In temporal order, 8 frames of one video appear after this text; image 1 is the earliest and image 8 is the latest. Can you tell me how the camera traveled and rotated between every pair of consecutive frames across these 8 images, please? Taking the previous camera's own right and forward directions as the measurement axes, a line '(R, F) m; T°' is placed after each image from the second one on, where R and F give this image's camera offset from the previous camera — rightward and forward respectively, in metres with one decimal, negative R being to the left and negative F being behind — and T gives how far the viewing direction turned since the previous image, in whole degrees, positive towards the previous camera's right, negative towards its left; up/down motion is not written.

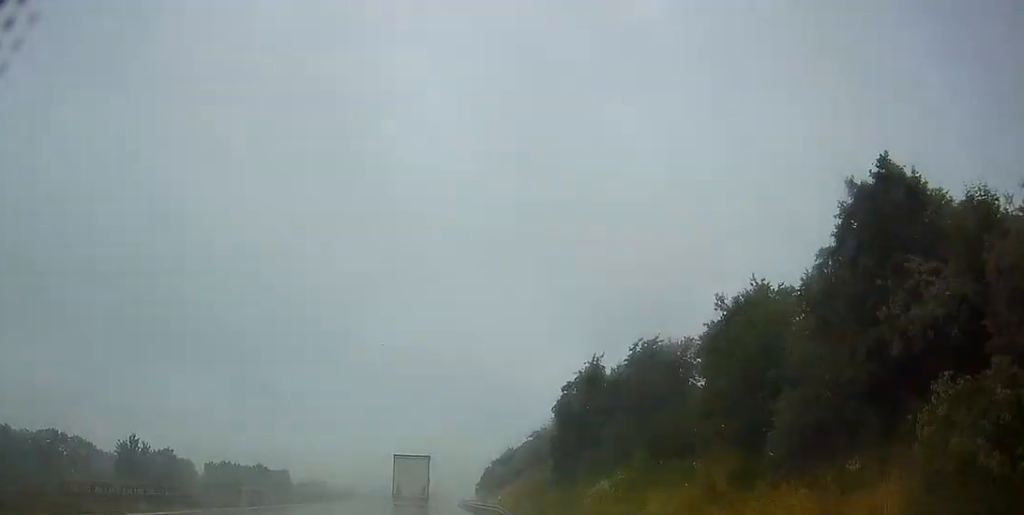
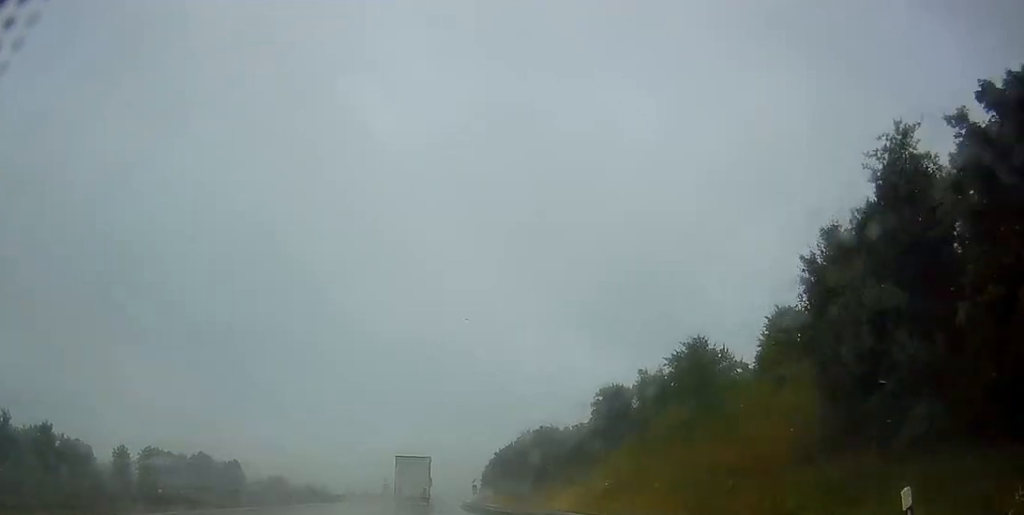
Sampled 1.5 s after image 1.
(+0.4, +33.8) m; +1°
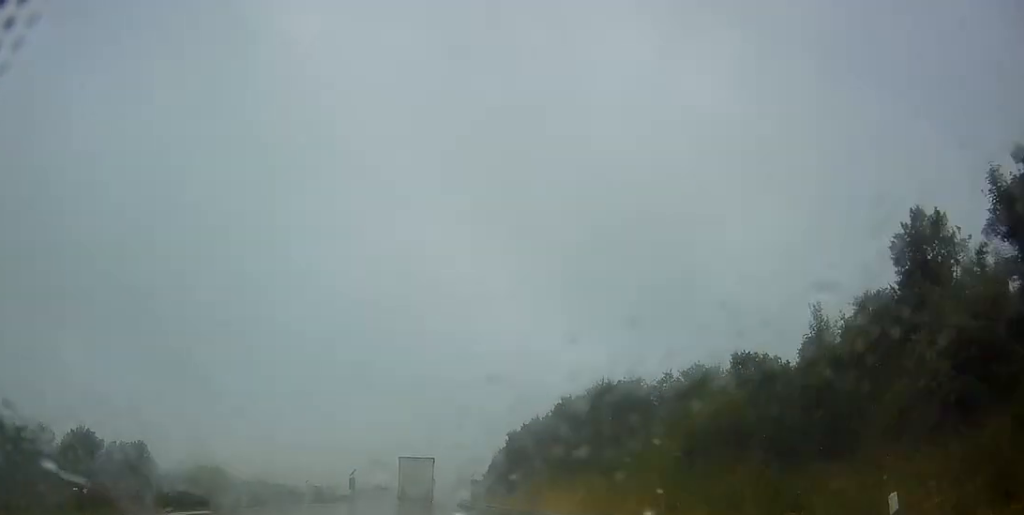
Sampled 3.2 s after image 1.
(+0.8, +38.9) m; +1°
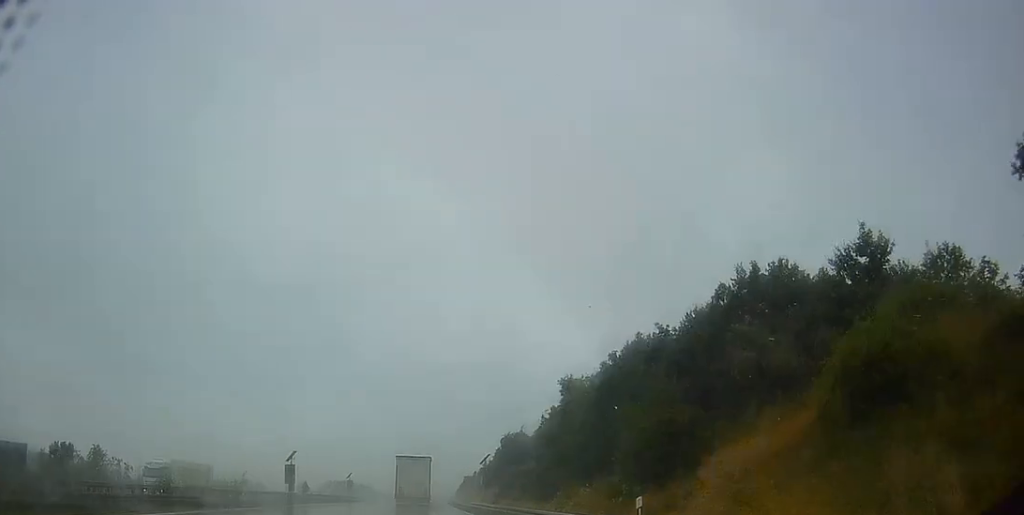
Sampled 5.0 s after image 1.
(+0.1, +42.9) m; +2°
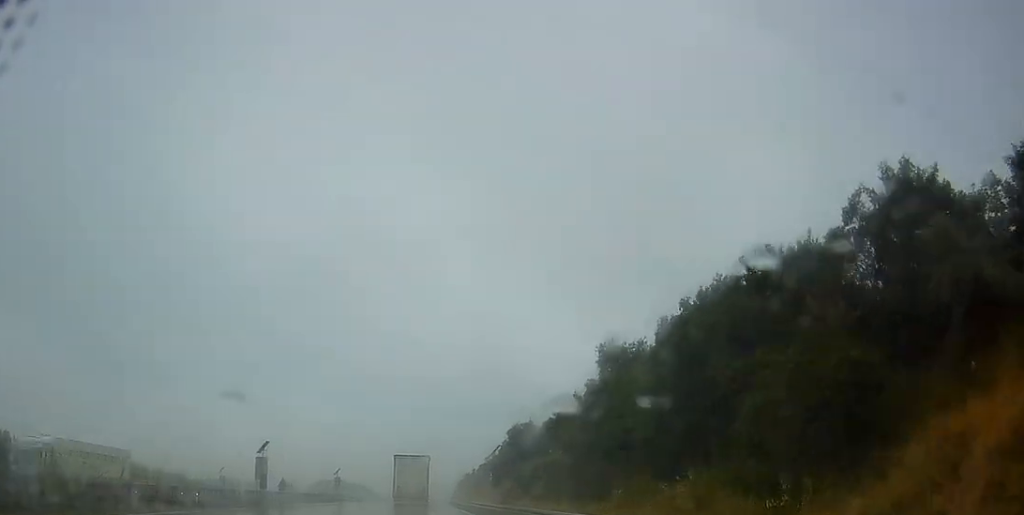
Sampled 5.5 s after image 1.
(+0.1, +11.9) m; +1°
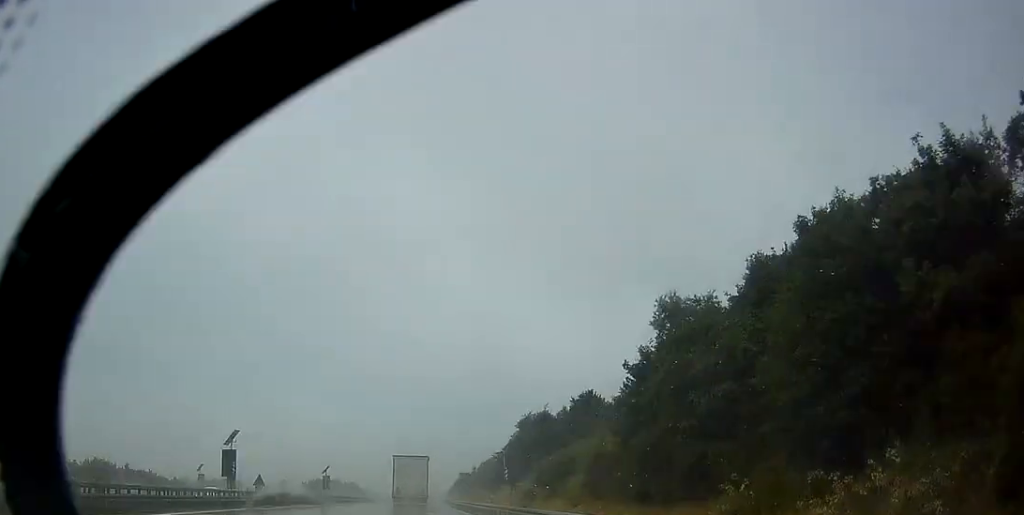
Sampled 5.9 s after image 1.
(+0.2, +10.3) m; +1°
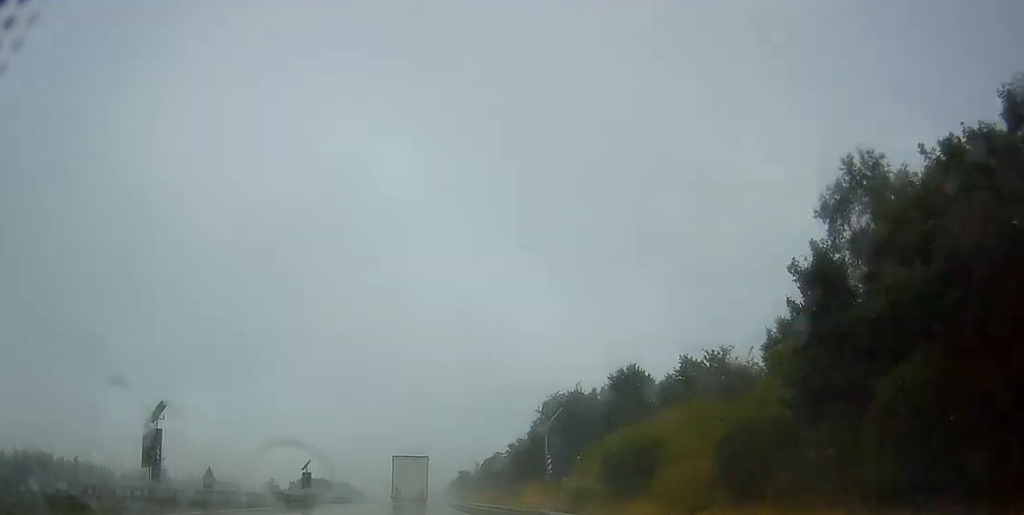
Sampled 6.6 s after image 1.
(+0.1, +15.2) m; +1°
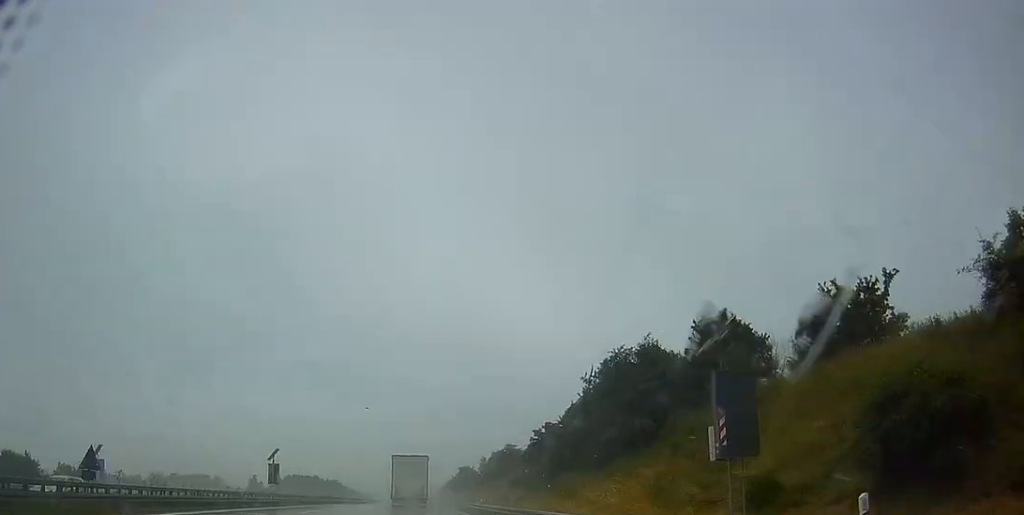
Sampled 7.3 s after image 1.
(-0.1, +17.6) m; +1°
